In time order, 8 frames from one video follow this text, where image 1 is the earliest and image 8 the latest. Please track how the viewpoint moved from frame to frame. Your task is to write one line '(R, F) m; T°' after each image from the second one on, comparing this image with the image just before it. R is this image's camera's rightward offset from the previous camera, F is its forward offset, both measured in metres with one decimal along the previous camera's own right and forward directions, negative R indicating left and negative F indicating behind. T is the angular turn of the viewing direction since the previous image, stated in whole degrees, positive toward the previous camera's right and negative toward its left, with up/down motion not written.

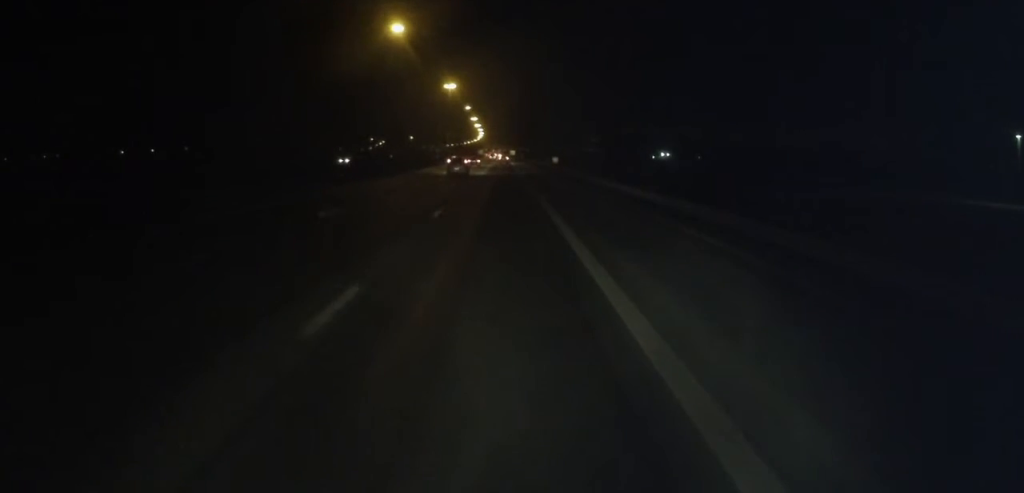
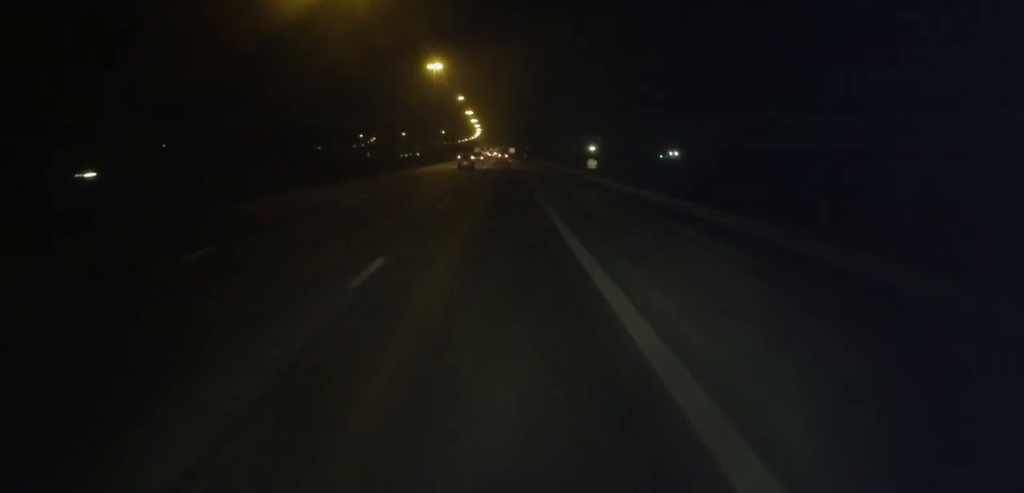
(0.0, +35.8) m; 0°
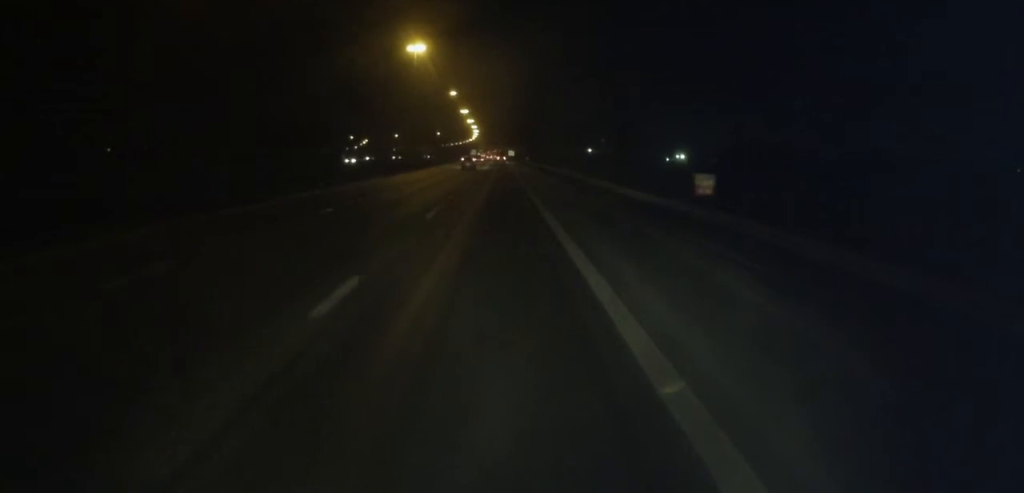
(0.0, +27.3) m; 0°
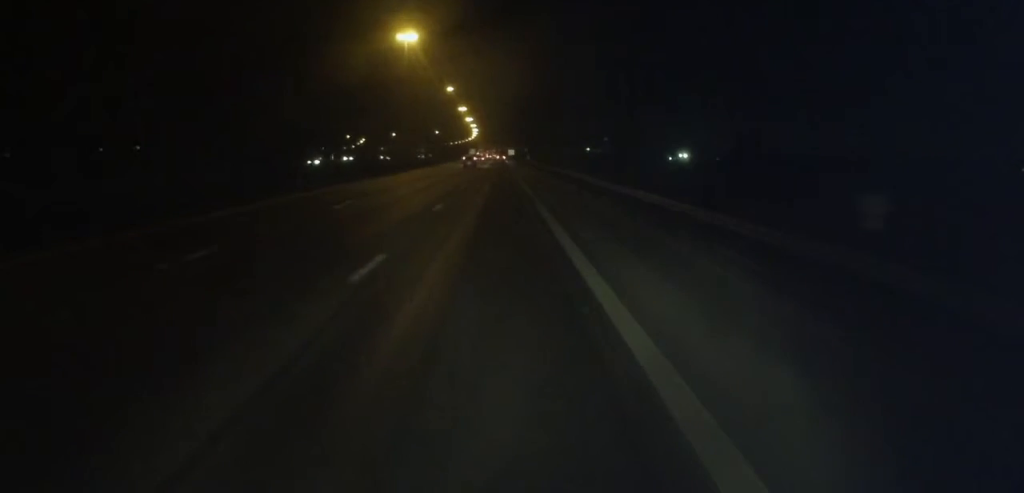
(0.0, +10.1) m; 0°
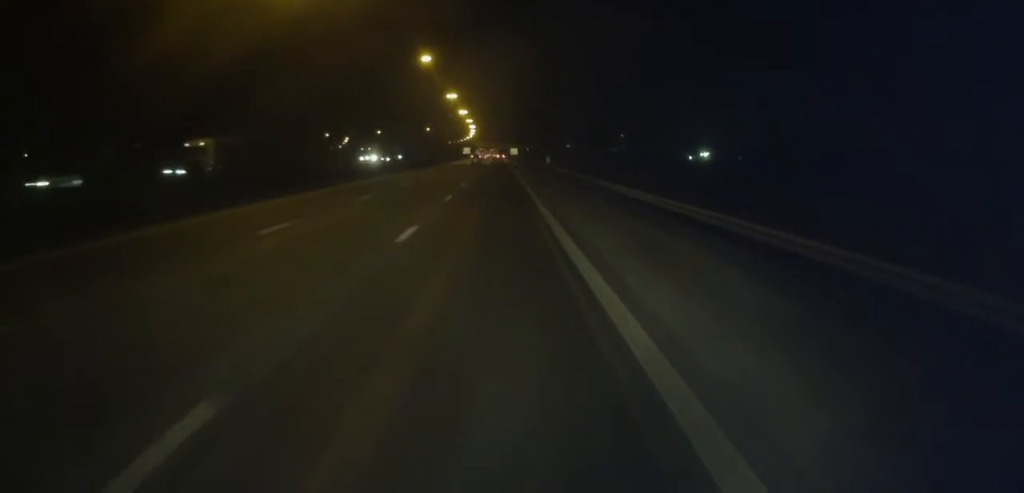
(0.0, +57.8) m; 0°
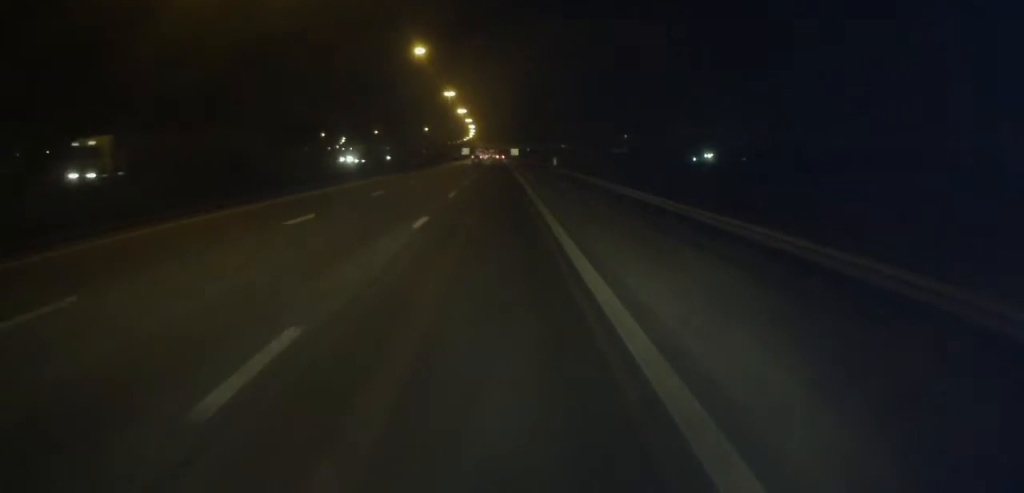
(0.0, +10.1) m; 0°
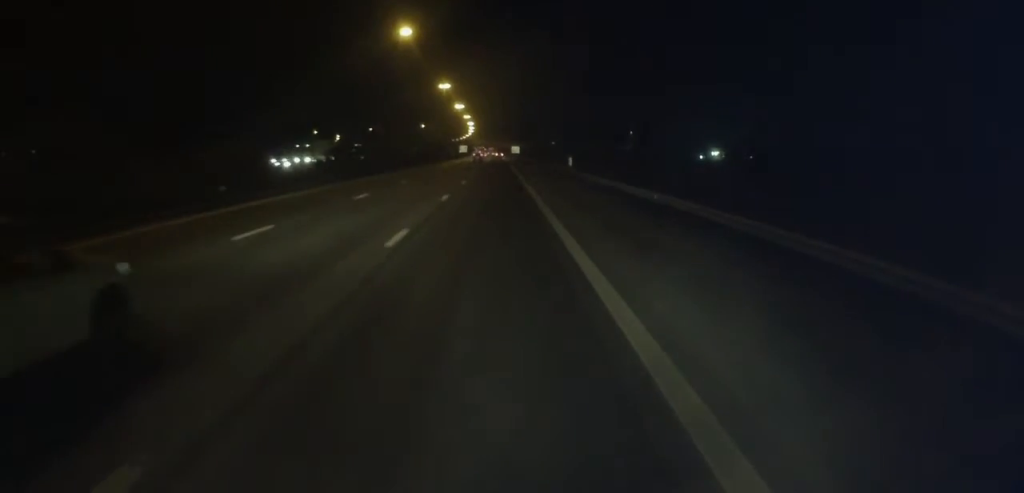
(0.0, +16.4) m; 0°
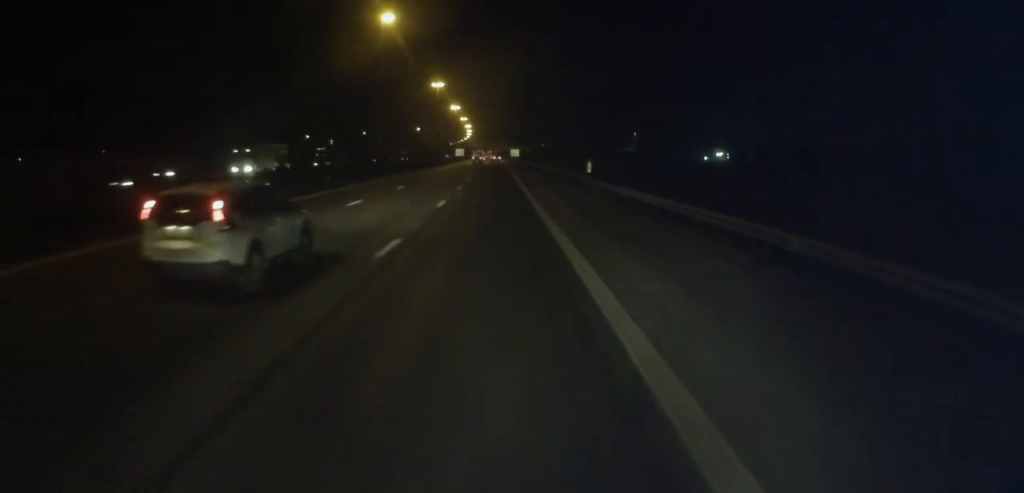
(0.0, +13.3) m; 0°
